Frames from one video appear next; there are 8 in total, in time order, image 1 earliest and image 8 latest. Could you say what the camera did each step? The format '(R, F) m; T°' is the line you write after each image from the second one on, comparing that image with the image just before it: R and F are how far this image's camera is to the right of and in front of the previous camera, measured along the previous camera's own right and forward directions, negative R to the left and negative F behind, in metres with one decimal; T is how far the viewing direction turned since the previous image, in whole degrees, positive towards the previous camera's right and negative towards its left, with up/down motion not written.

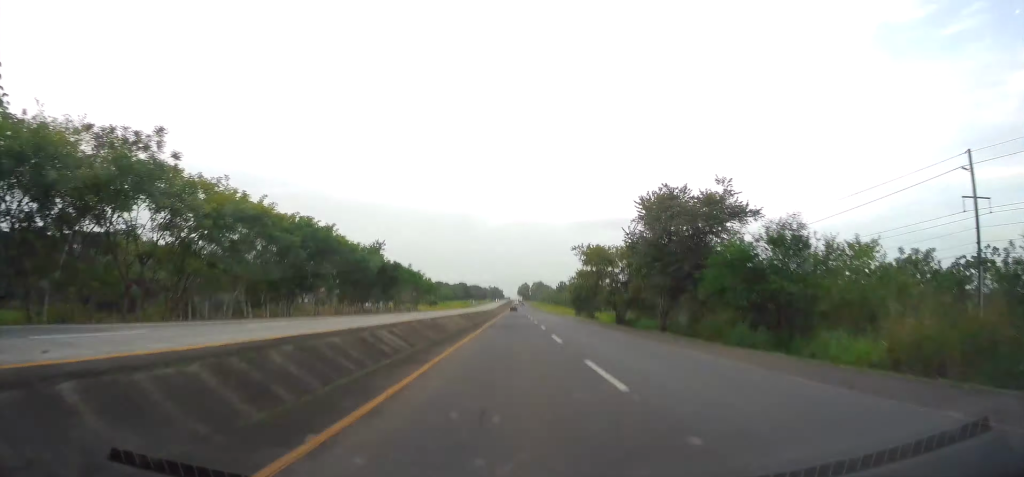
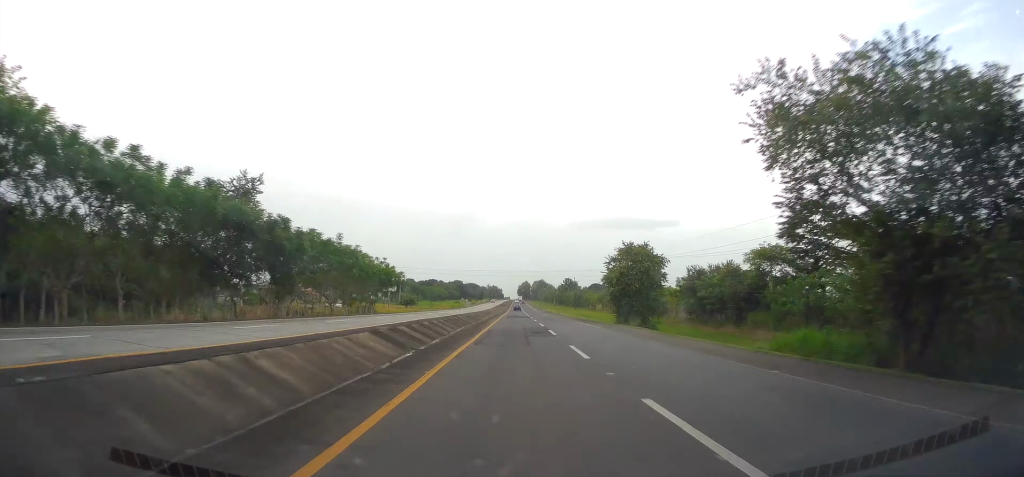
(-0.3, +39.5) m; 0°
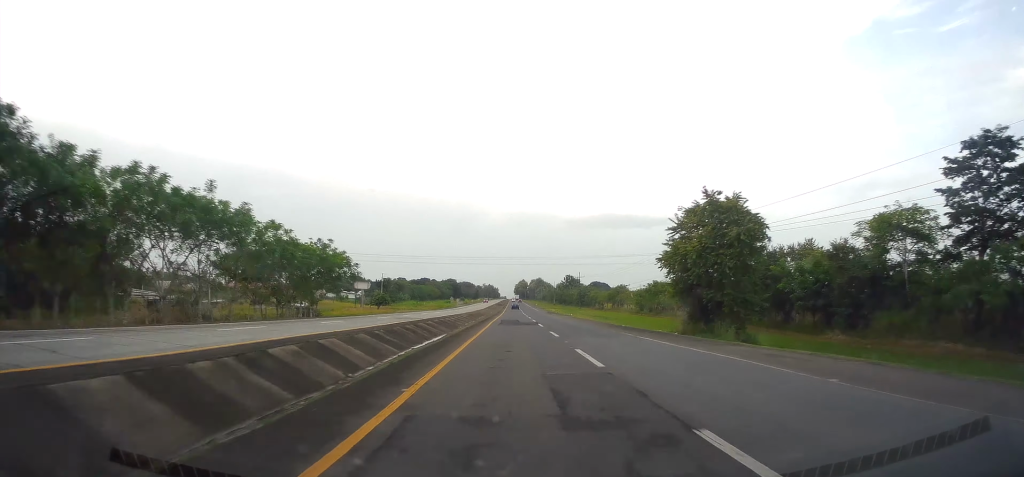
(+0.1, +24.7) m; 0°
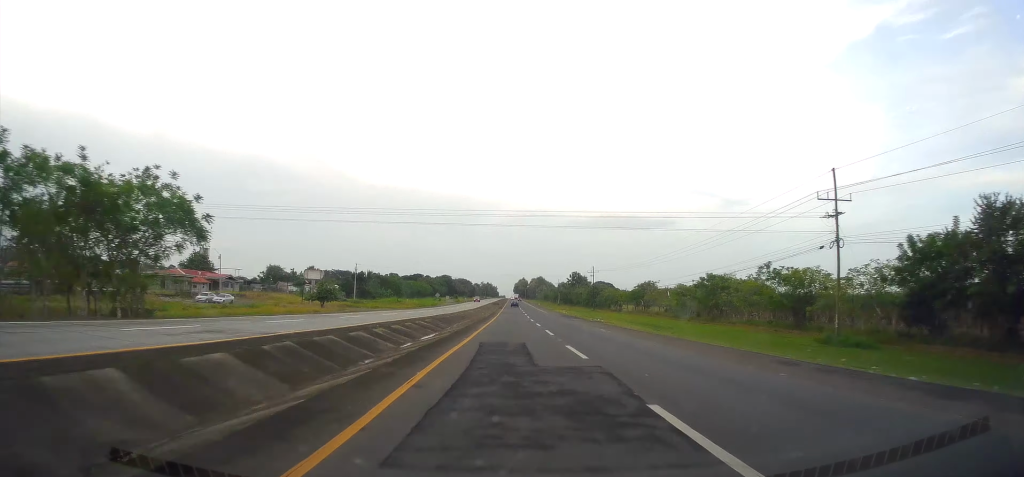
(0.0, +32.5) m; 0°
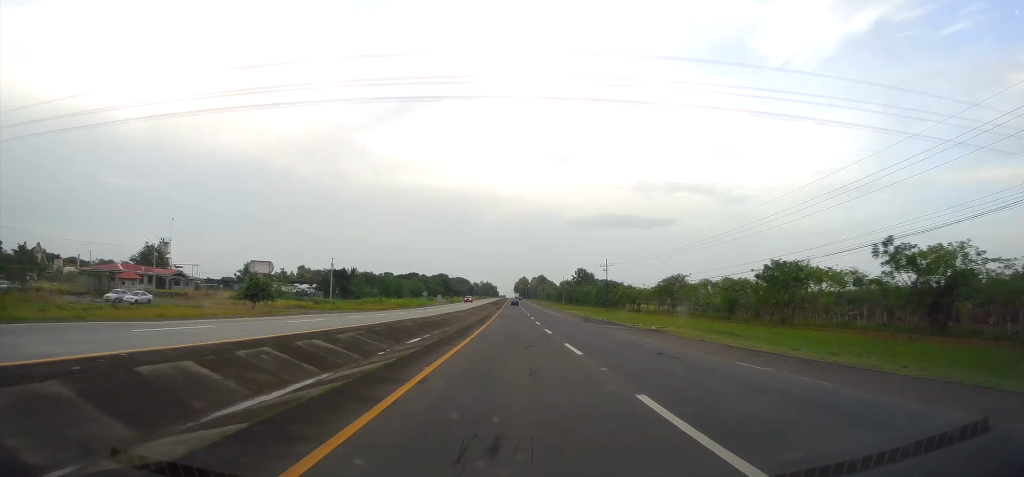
(0.0, +21.2) m; 0°
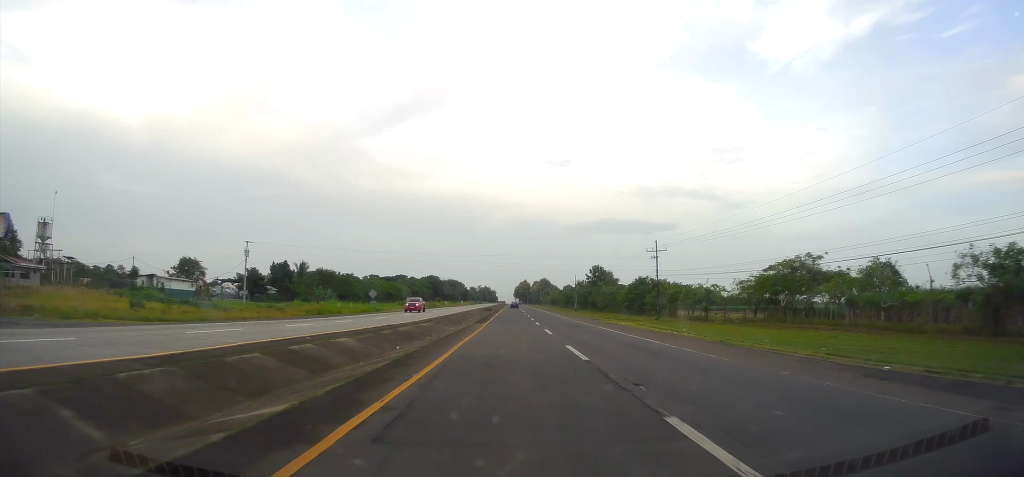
(+0.1, +46.6) m; 0°
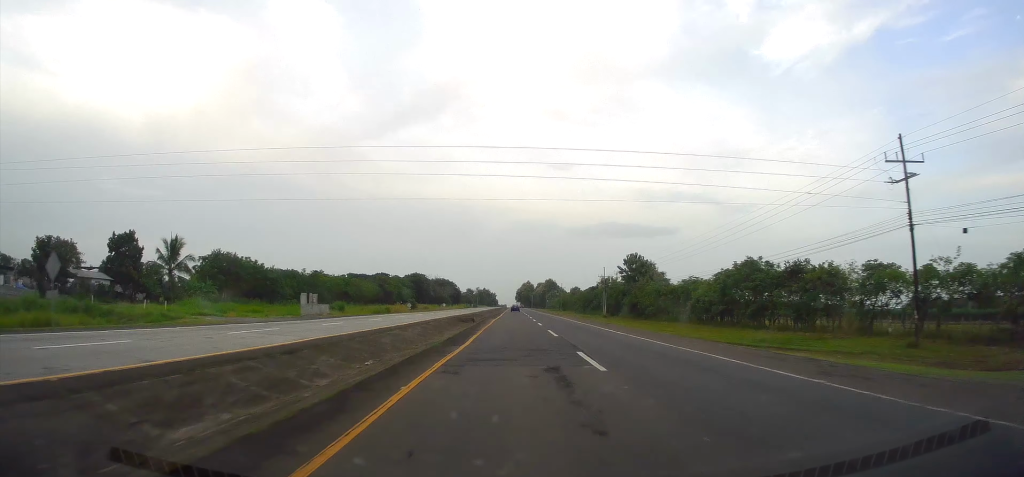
(-0.5, +58.7) m; -1°
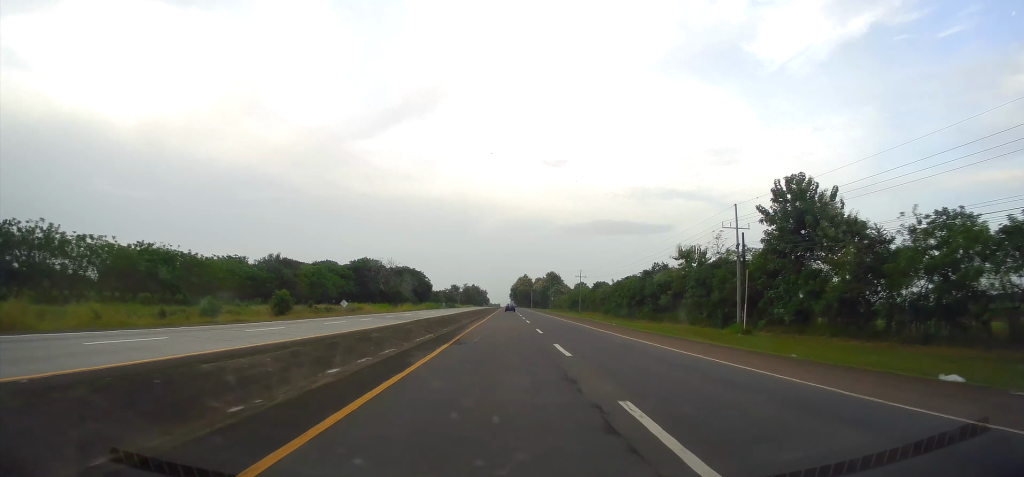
(+0.1, +86.8) m; 0°
